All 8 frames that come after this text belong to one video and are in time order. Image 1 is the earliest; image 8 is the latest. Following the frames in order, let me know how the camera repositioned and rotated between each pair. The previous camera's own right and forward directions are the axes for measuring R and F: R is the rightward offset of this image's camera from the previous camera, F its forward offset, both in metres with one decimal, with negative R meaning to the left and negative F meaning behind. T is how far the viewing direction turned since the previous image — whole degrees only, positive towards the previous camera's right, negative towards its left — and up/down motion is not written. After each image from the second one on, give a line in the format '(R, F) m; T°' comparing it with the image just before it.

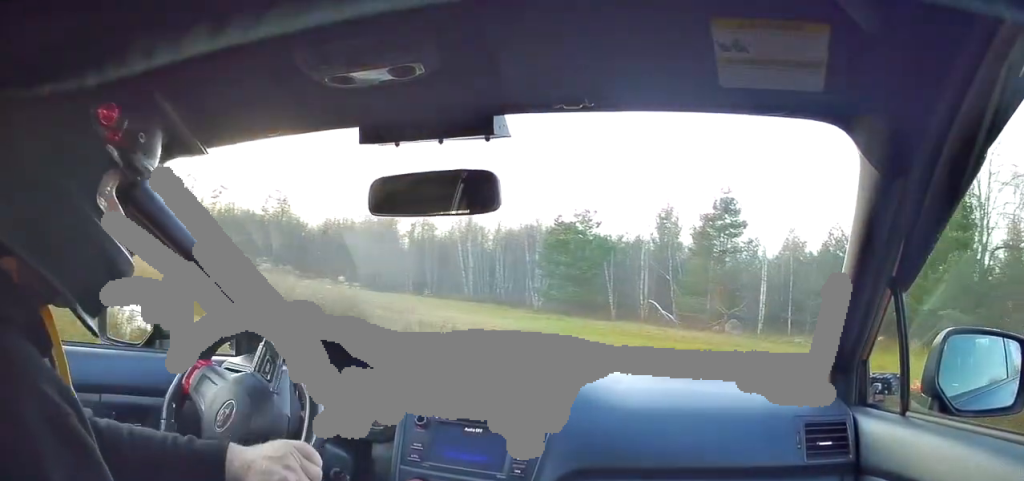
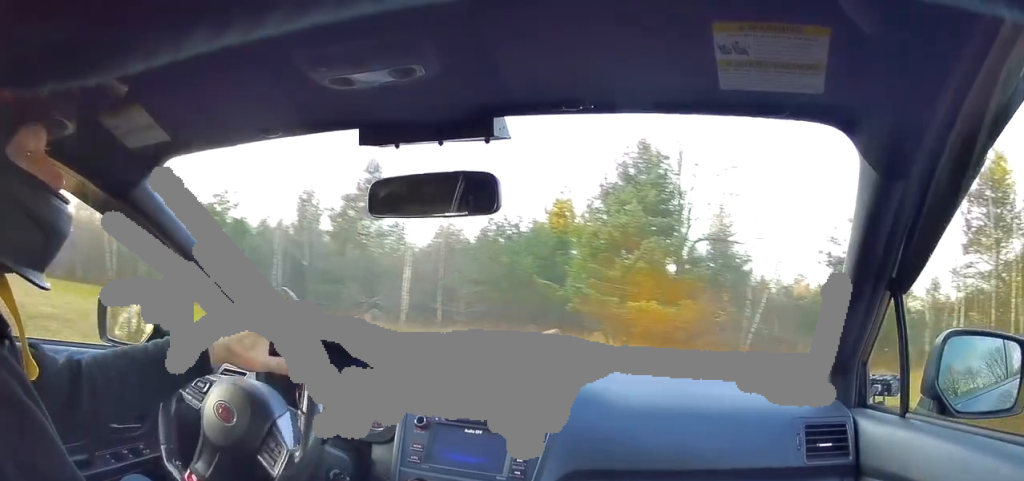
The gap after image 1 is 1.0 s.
(+0.7, +3.6) m; +39°
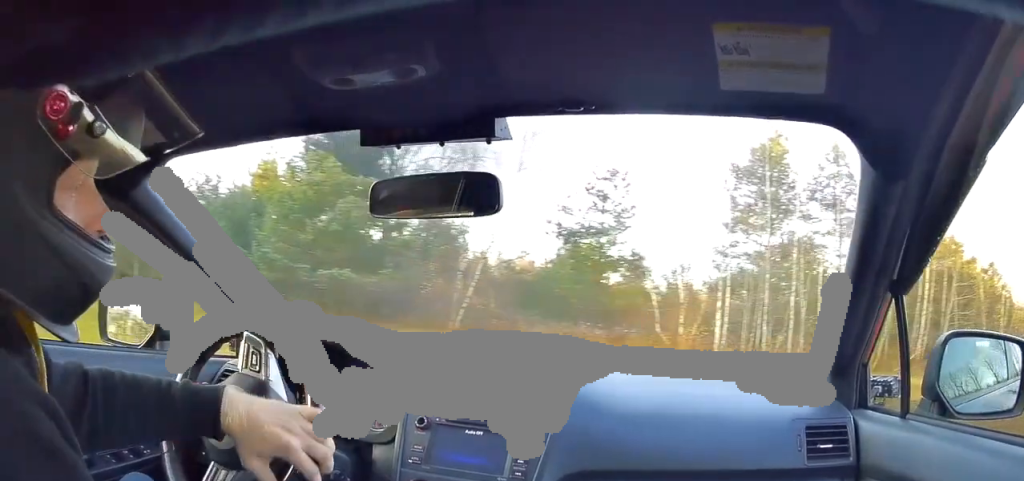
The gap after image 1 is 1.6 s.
(+0.5, +2.1) m; +28°
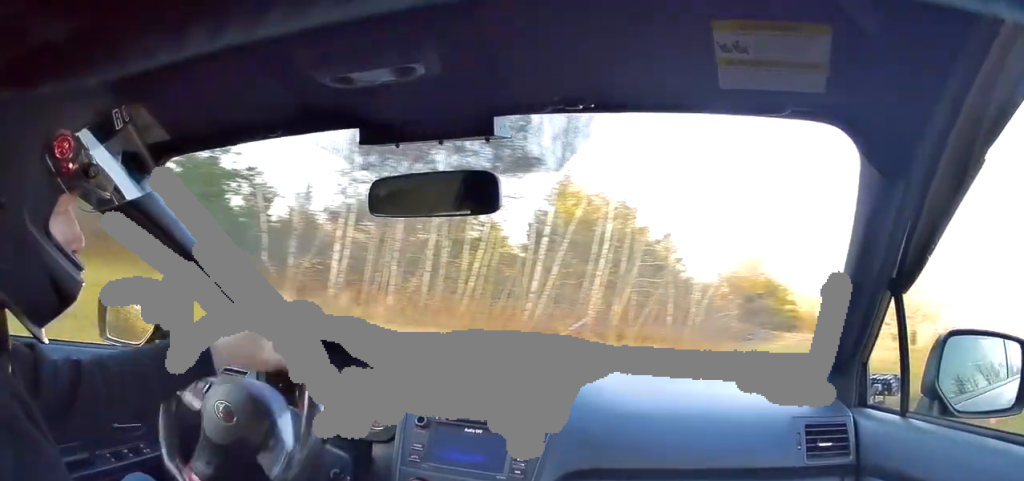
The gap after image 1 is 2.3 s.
(+0.9, +3.3) m; +18°
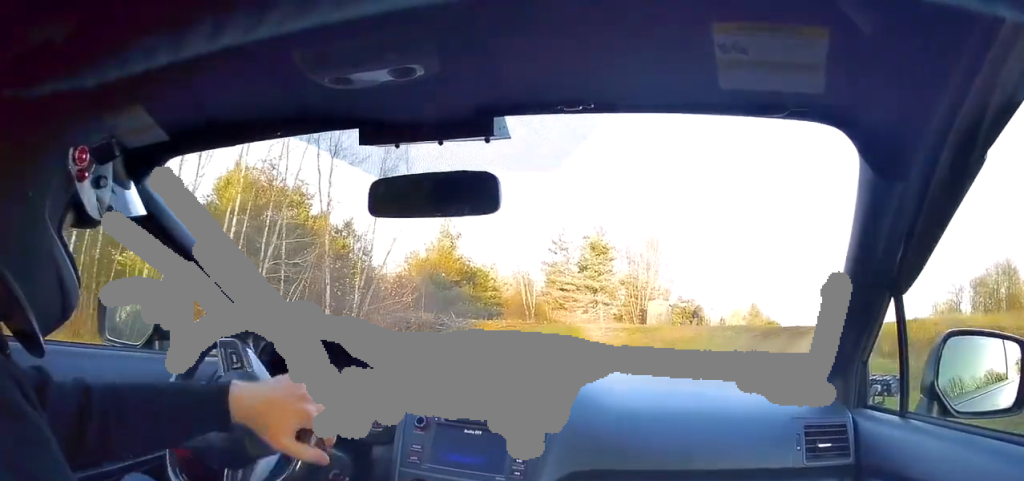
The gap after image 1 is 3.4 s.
(+0.4, +5.0) m; +11°
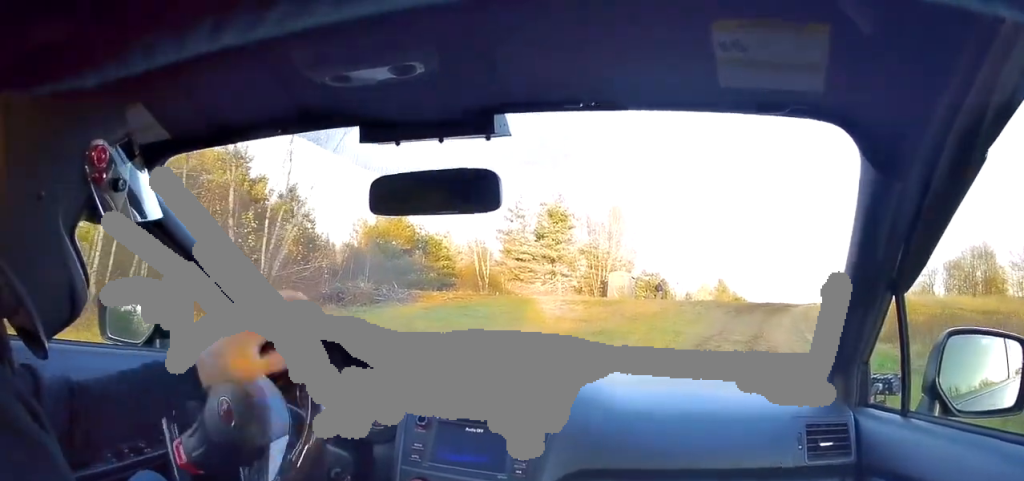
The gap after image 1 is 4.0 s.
(+0.3, +3.6) m; 0°
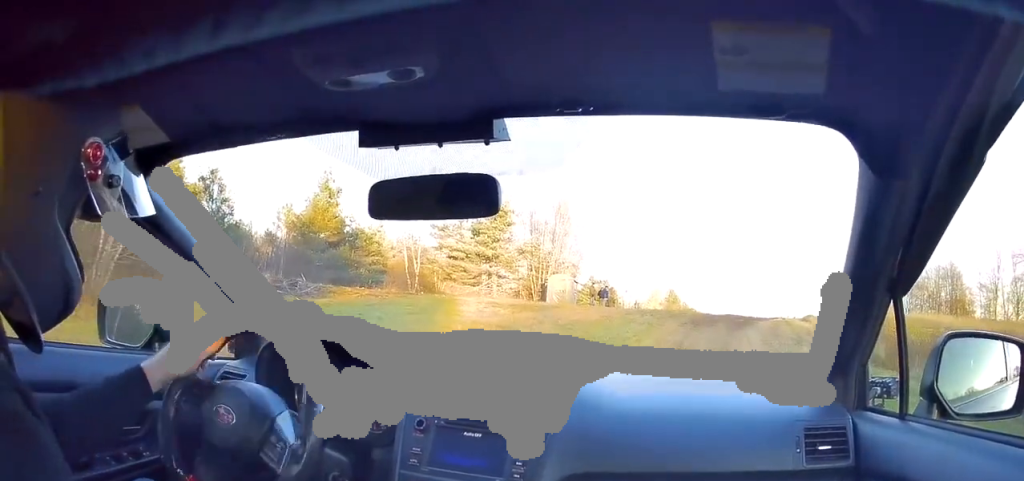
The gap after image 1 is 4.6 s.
(+0.1, +4.6) m; +1°
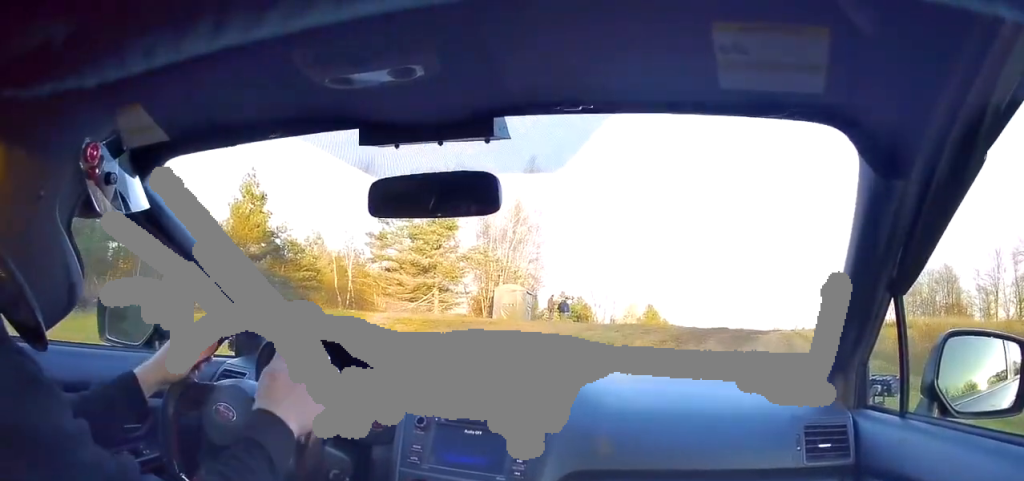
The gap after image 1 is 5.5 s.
(-0.4, +7.5) m; +6°
